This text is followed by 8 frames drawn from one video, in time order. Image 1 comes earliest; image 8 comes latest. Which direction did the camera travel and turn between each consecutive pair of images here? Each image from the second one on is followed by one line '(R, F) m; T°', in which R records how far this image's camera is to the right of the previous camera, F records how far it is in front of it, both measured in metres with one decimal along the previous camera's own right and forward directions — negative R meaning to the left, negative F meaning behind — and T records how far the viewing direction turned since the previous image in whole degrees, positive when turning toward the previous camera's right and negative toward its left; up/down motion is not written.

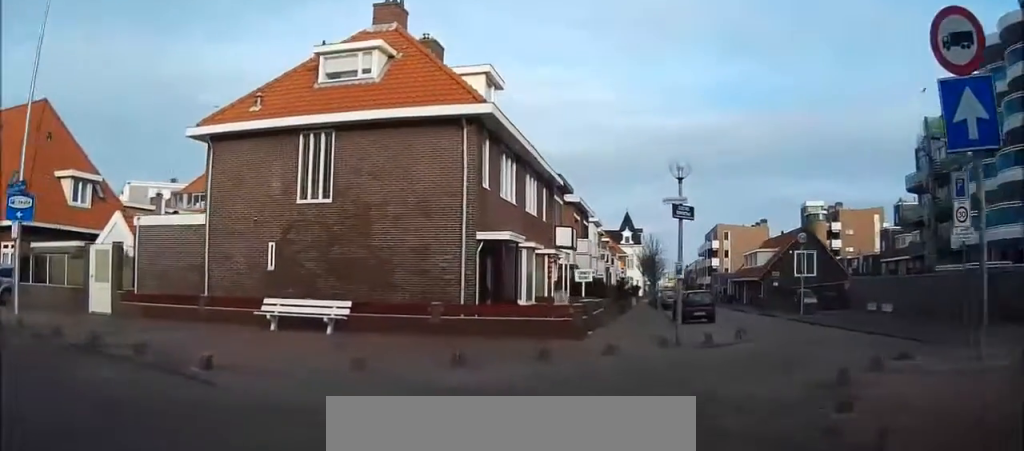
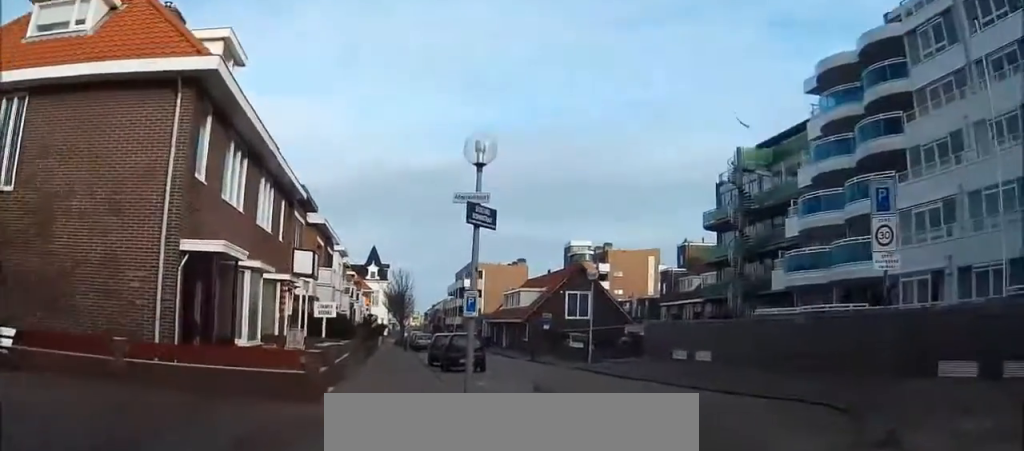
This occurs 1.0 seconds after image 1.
(+0.5, +7.0) m; +13°
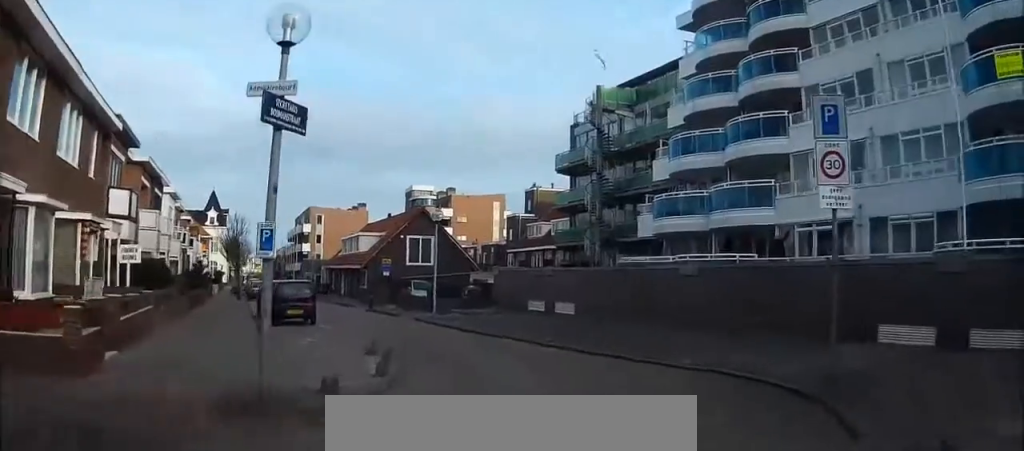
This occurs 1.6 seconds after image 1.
(+0.2, +3.8) m; +9°
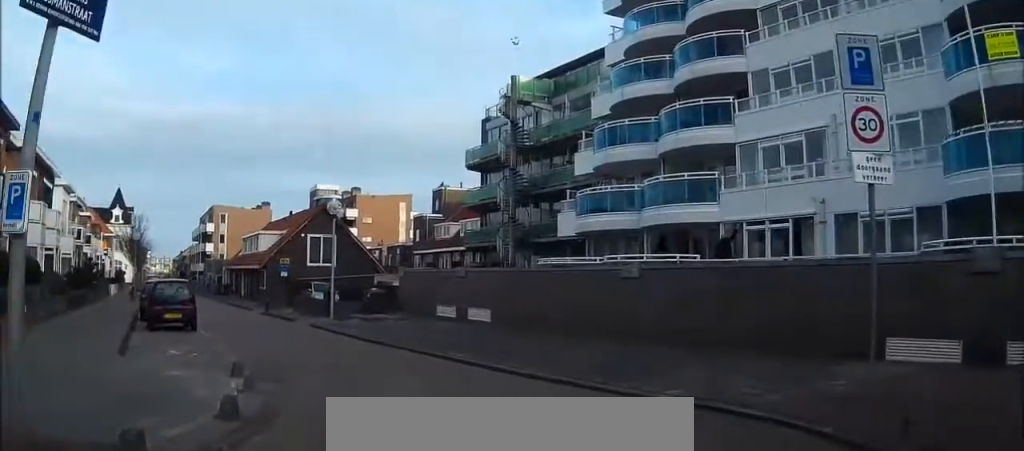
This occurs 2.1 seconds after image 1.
(+0.5, +3.4) m; +4°
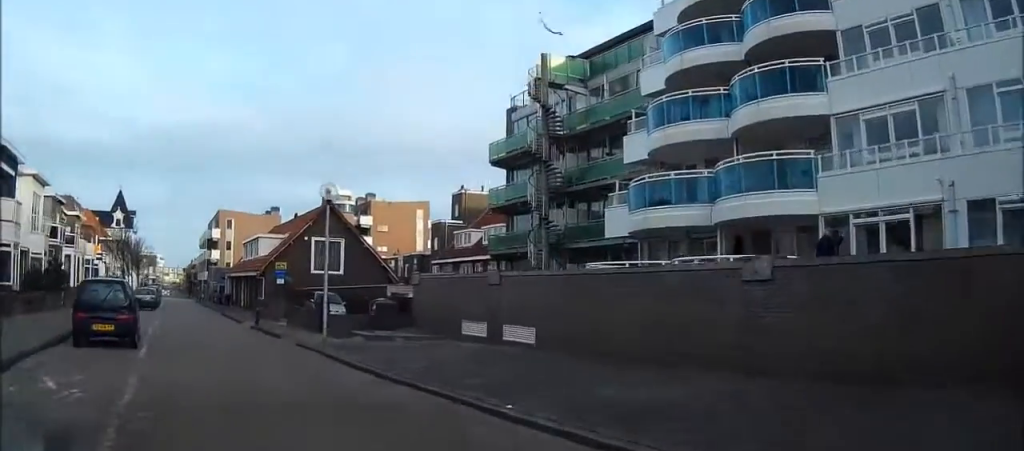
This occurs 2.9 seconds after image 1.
(+0.3, +5.6) m; +1°
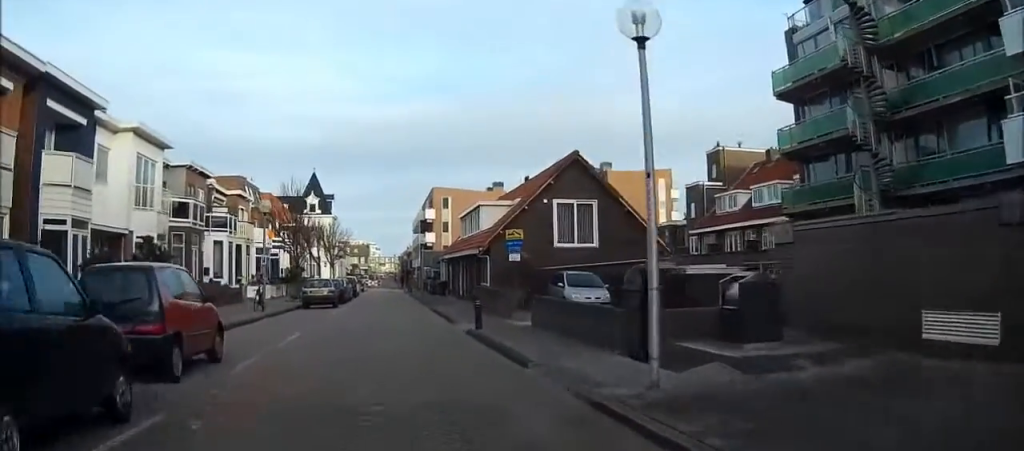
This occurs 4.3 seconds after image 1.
(-0.8, +11.1) m; -9°
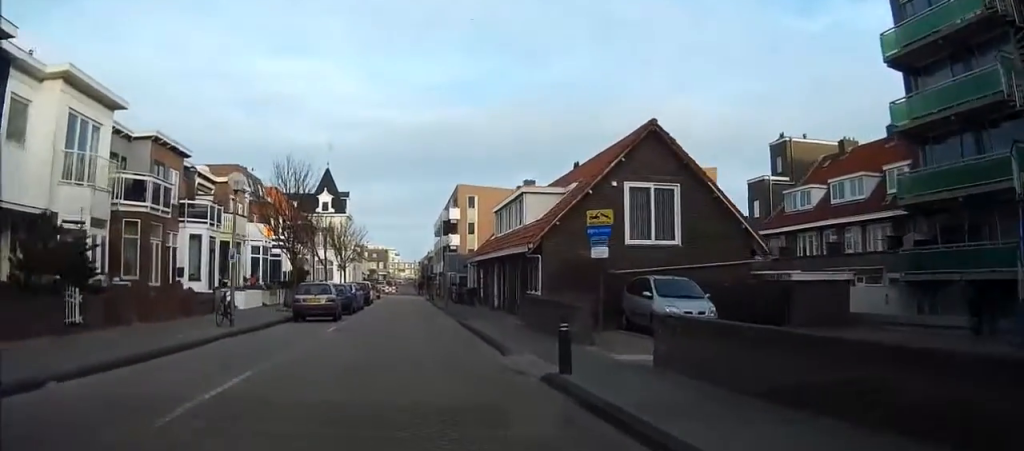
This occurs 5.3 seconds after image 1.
(-0.2, +7.8) m; -2°
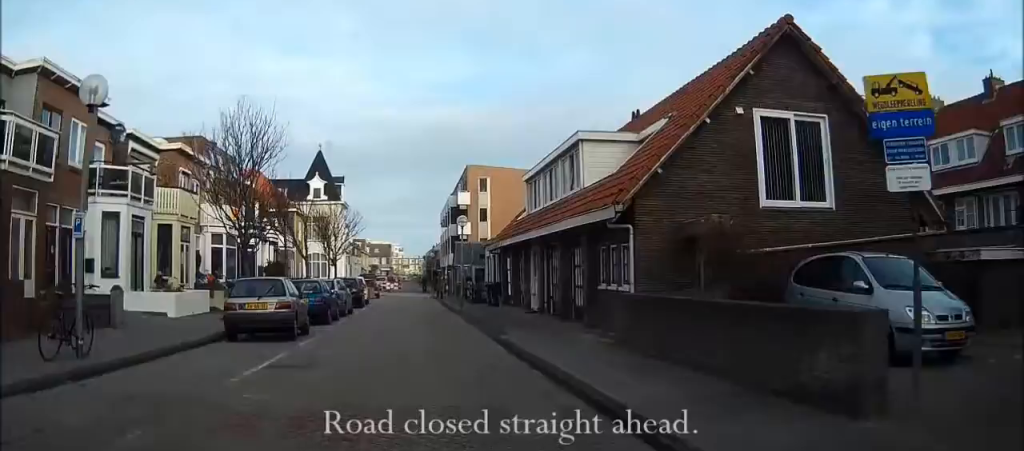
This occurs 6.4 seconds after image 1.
(-0.1, +9.9) m; -2°
